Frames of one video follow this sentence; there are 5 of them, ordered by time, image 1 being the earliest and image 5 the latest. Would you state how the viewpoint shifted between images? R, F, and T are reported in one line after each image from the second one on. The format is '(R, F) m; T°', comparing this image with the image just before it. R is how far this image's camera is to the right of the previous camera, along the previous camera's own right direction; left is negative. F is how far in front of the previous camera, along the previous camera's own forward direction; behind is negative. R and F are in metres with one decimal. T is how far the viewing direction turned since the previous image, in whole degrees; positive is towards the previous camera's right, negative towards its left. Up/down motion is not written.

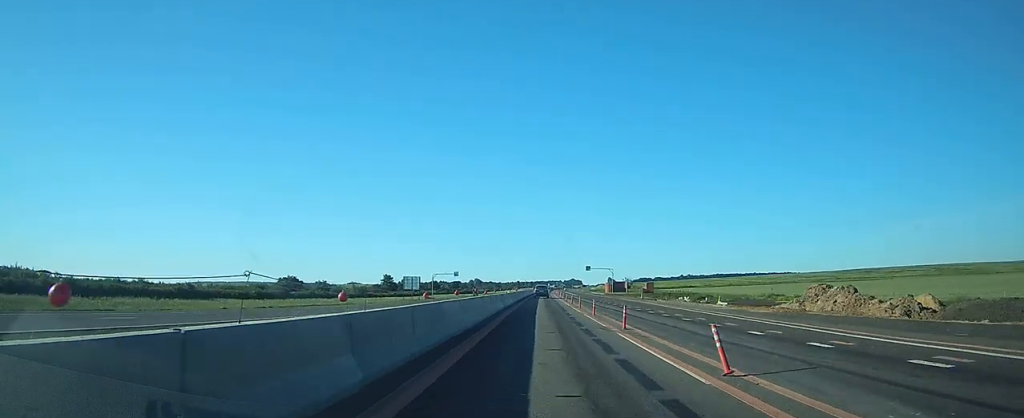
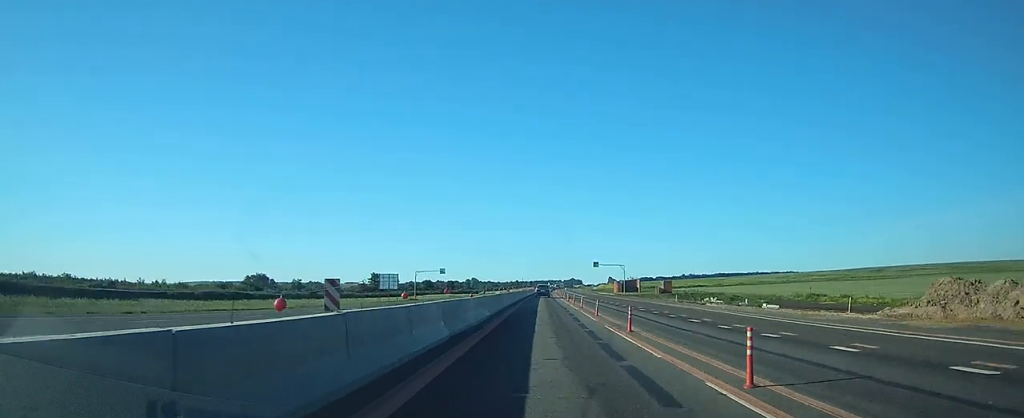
(0.0, +21.5) m; 0°
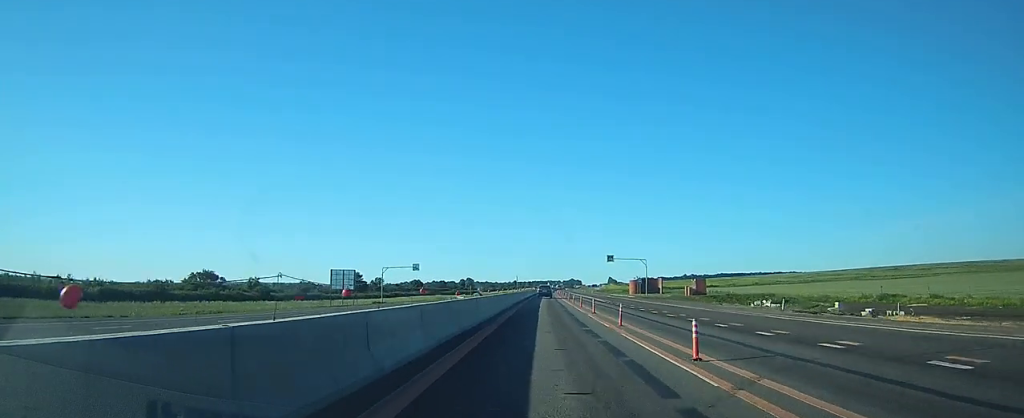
(0.0, +27.7) m; 0°
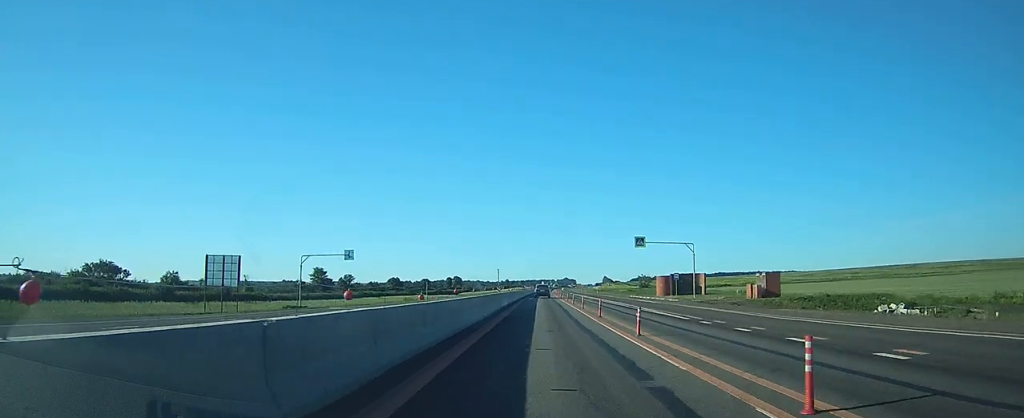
(+0.3, +34.7) m; +1°
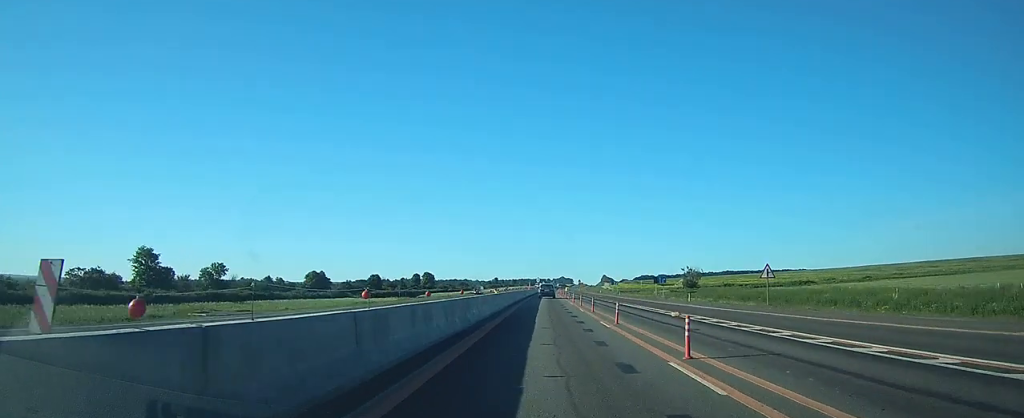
(+1.0, +94.8) m; +1°
